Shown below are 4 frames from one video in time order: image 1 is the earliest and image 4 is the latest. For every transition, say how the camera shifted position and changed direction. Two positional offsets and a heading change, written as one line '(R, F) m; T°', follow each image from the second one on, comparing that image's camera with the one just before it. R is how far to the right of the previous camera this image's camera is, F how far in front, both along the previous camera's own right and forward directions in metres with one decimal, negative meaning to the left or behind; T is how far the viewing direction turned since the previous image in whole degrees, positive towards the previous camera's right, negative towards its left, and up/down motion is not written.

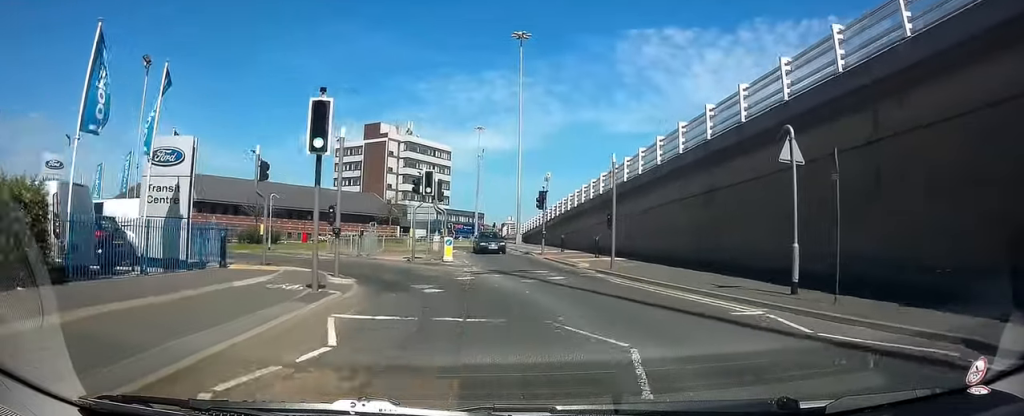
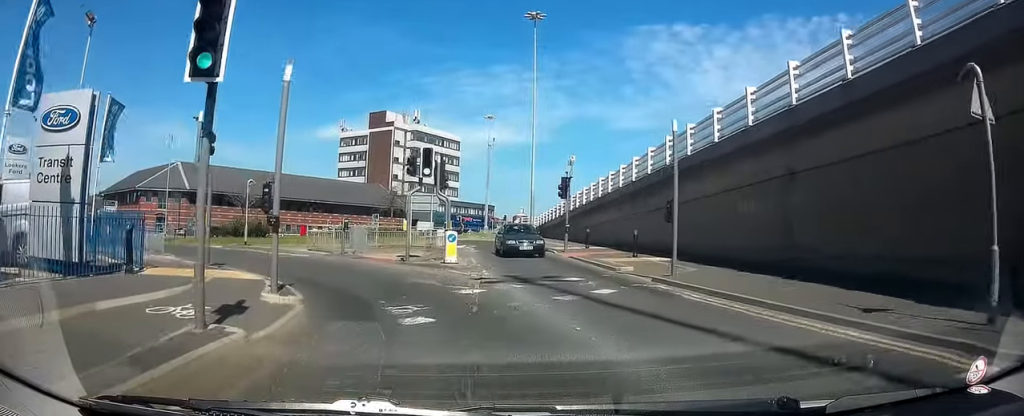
(0.0, +5.6) m; -2°
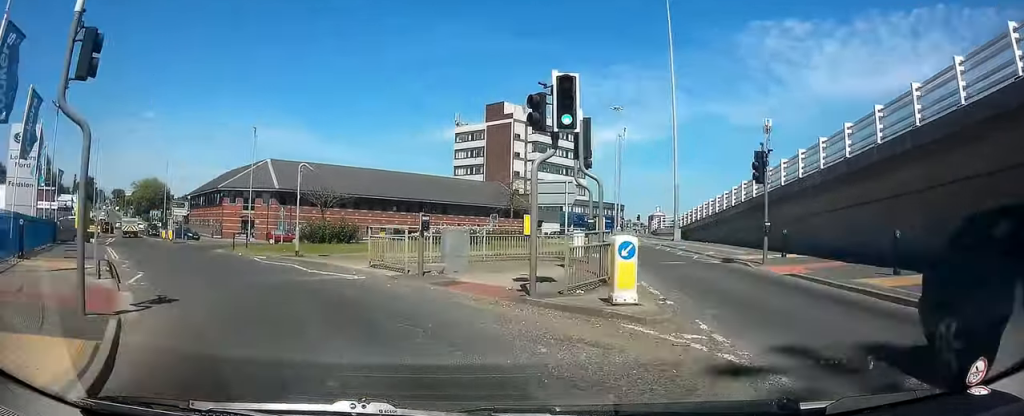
(-0.5, +10.7) m; -8°
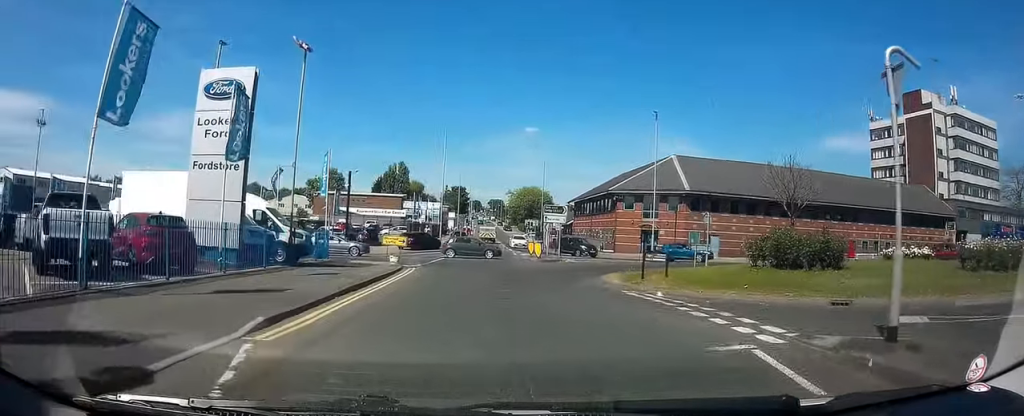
(-4.8, +16.5) m; -33°
